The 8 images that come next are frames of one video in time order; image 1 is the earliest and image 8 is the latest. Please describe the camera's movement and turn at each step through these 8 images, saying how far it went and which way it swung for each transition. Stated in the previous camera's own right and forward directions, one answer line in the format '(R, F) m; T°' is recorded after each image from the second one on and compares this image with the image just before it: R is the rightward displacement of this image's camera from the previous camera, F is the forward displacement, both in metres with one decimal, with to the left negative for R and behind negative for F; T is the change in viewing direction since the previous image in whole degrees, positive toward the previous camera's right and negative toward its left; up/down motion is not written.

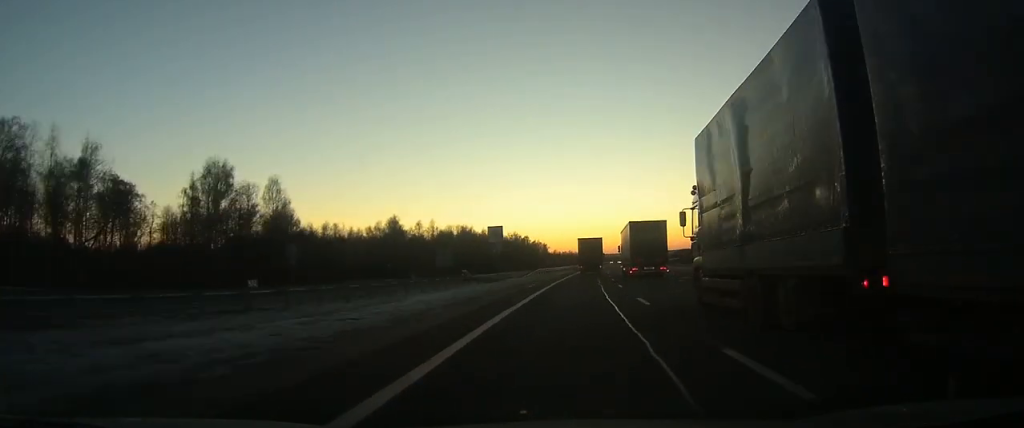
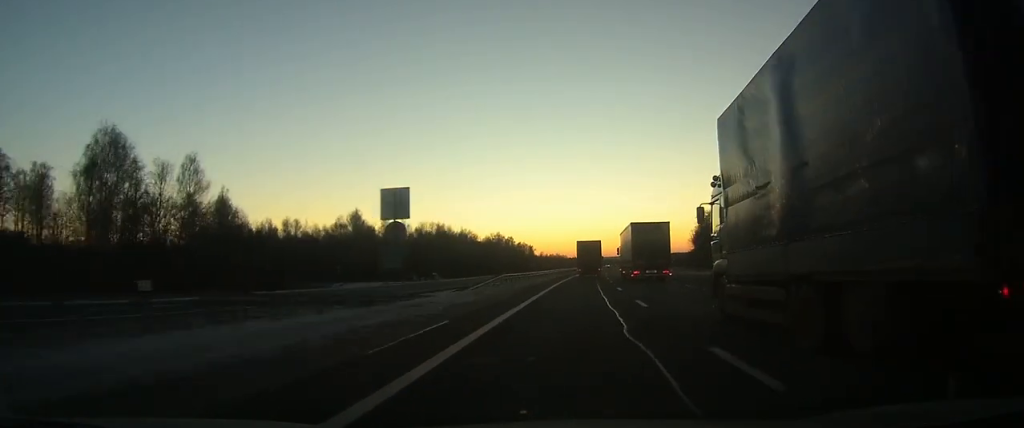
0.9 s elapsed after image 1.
(+0.3, +21.1) m; +1°
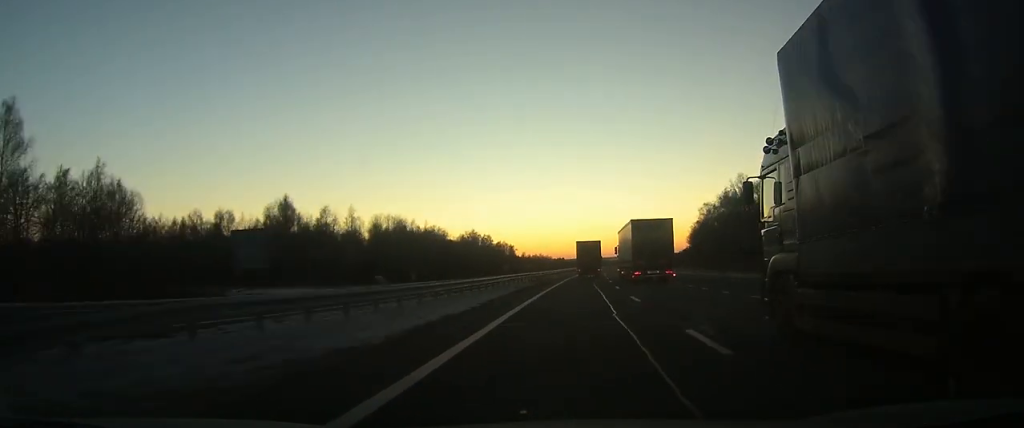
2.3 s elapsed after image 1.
(+0.3, +29.5) m; +2°
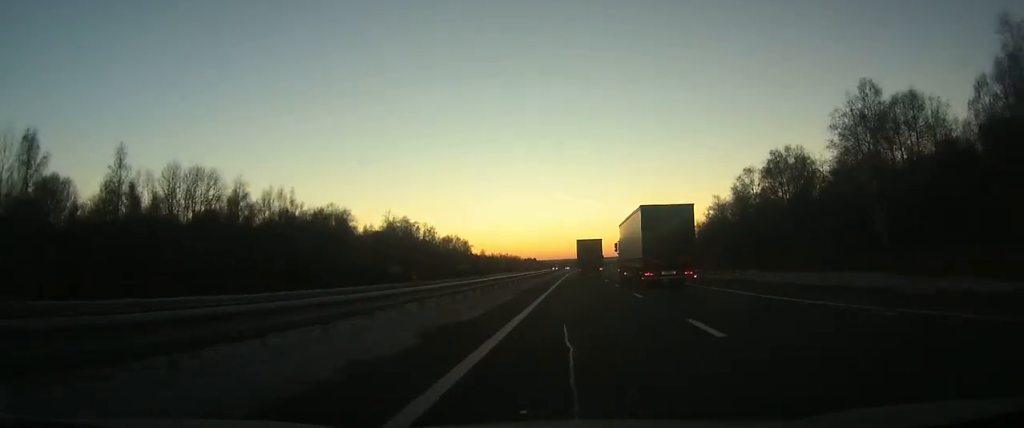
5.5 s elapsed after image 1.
(+1.5, +62.8) m; +2°
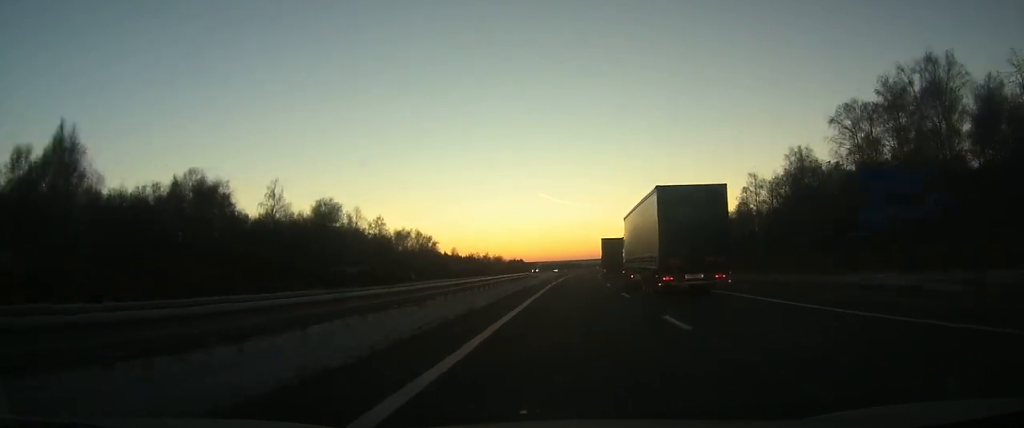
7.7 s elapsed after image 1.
(+0.5, +47.3) m; +1°
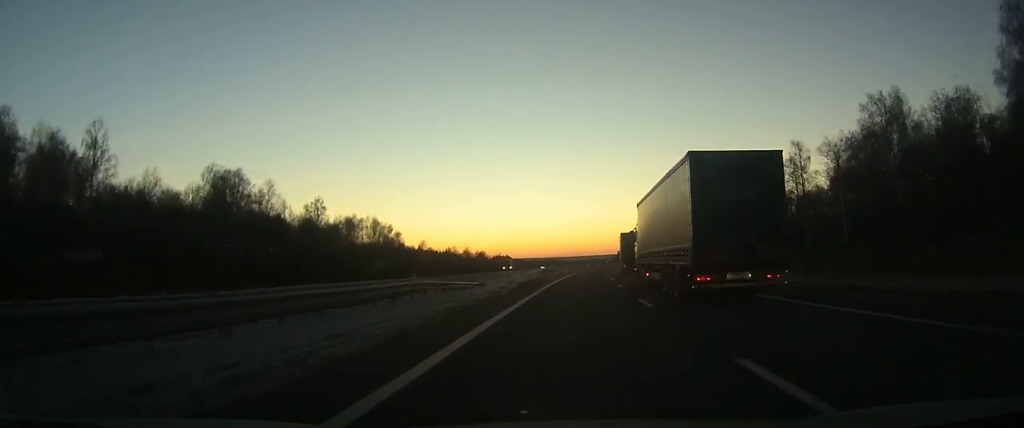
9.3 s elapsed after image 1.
(+0.2, +43.9) m; +1°
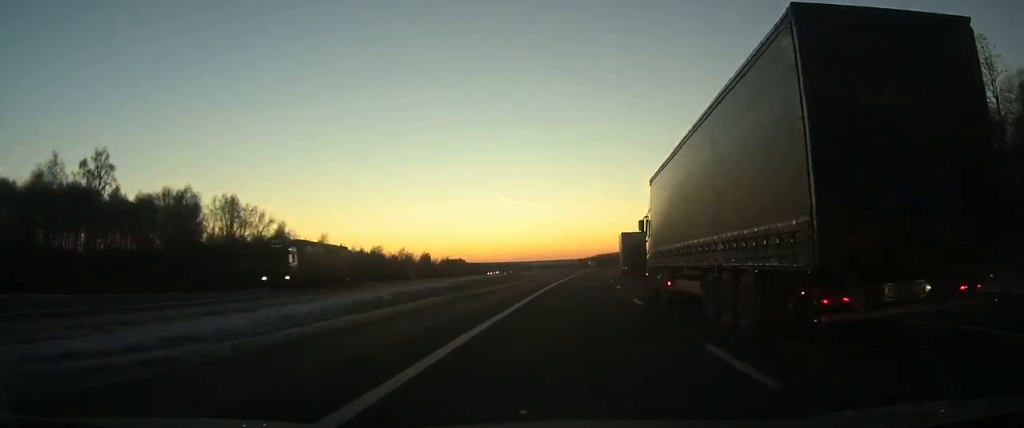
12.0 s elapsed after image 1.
(+1.6, +85.8) m; +3°
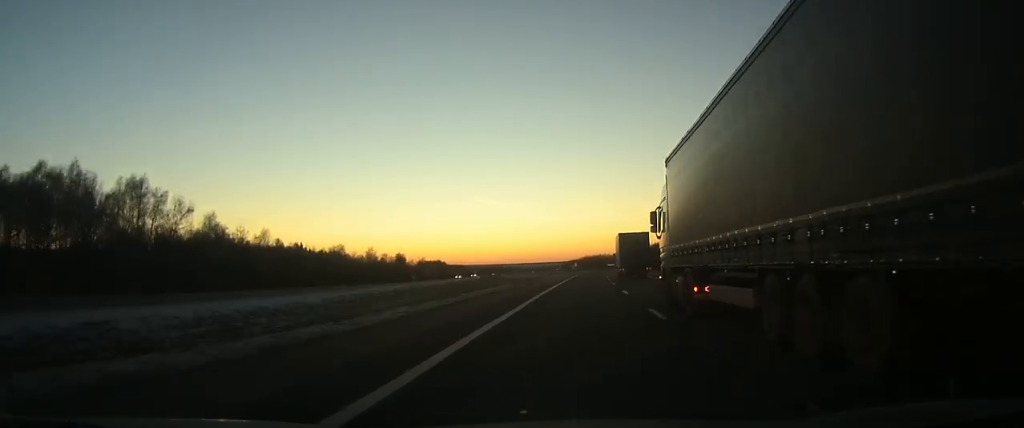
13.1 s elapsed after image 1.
(+0.5, +34.1) m; +1°
